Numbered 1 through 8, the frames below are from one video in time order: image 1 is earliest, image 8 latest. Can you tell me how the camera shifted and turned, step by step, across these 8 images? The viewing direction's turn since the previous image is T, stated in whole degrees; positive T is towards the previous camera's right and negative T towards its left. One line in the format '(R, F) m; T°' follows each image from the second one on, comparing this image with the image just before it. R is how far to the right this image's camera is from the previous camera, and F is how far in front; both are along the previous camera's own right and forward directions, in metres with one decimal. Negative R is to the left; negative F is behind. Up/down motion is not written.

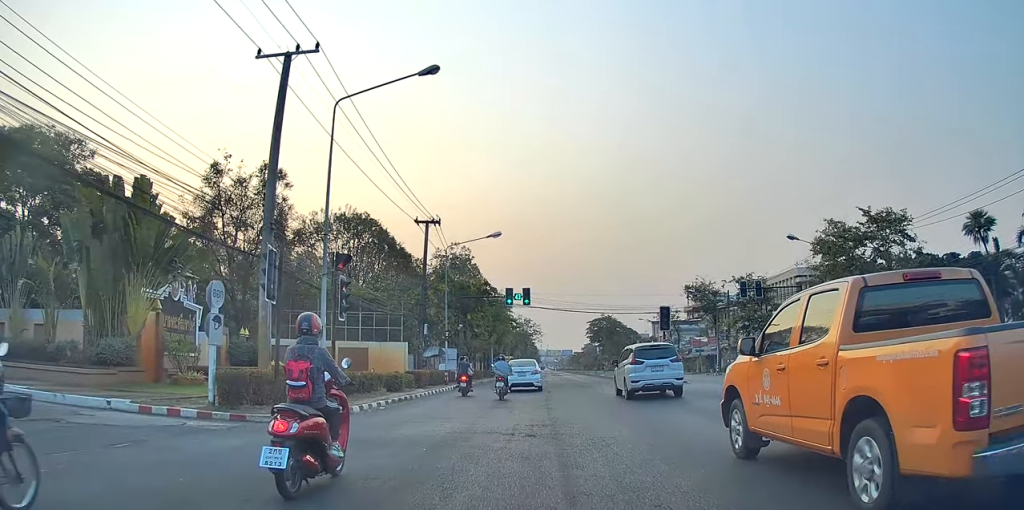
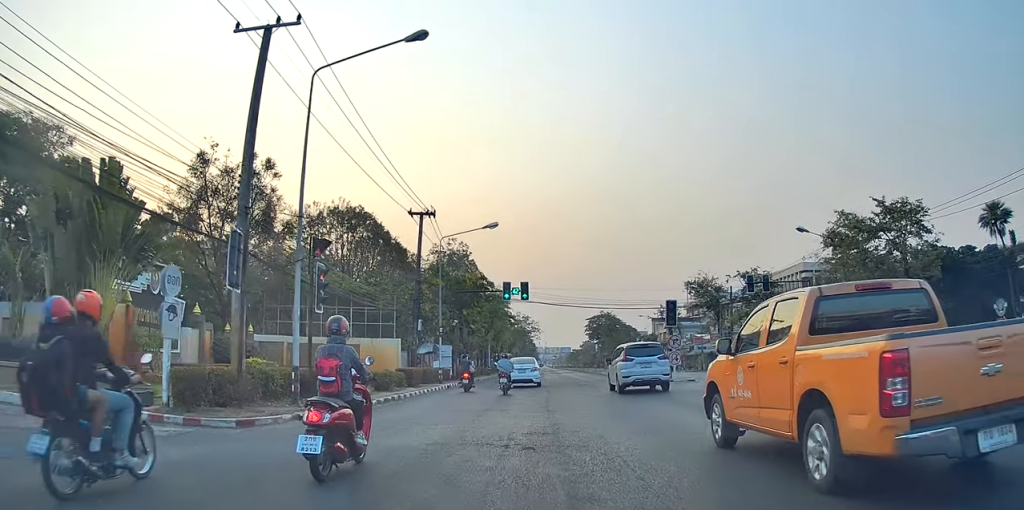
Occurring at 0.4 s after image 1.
(0.0, +1.9) m; -1°
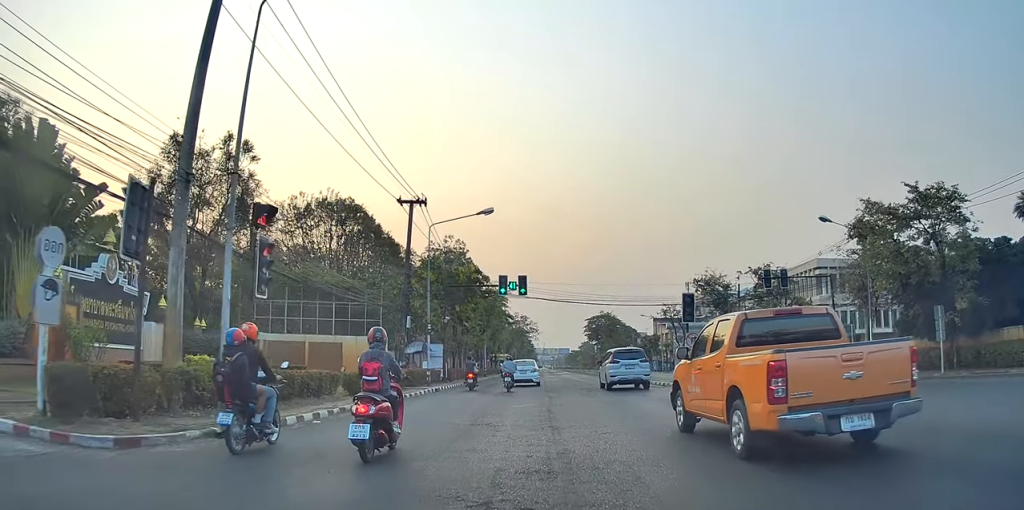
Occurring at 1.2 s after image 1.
(+0.2, +3.8) m; 0°
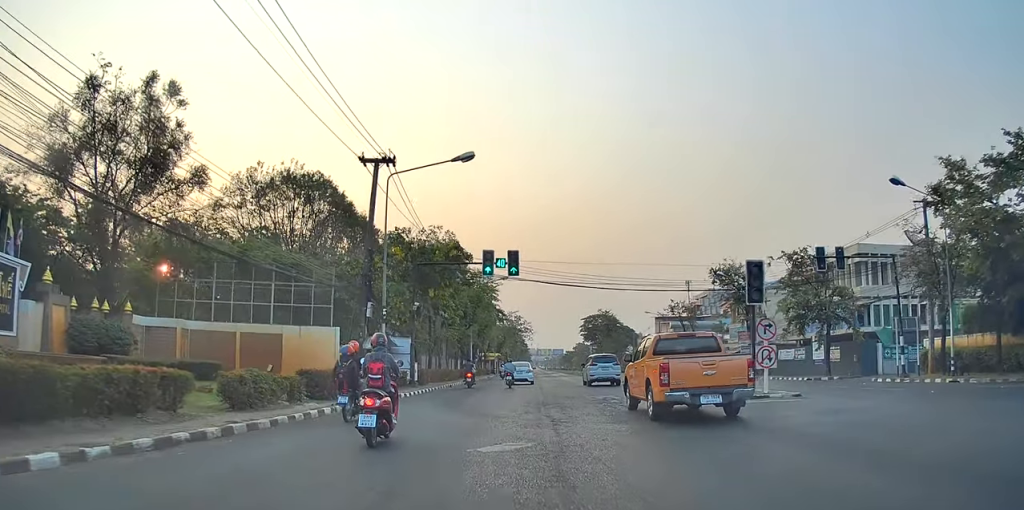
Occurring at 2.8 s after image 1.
(-0.1, +9.3) m; +2°
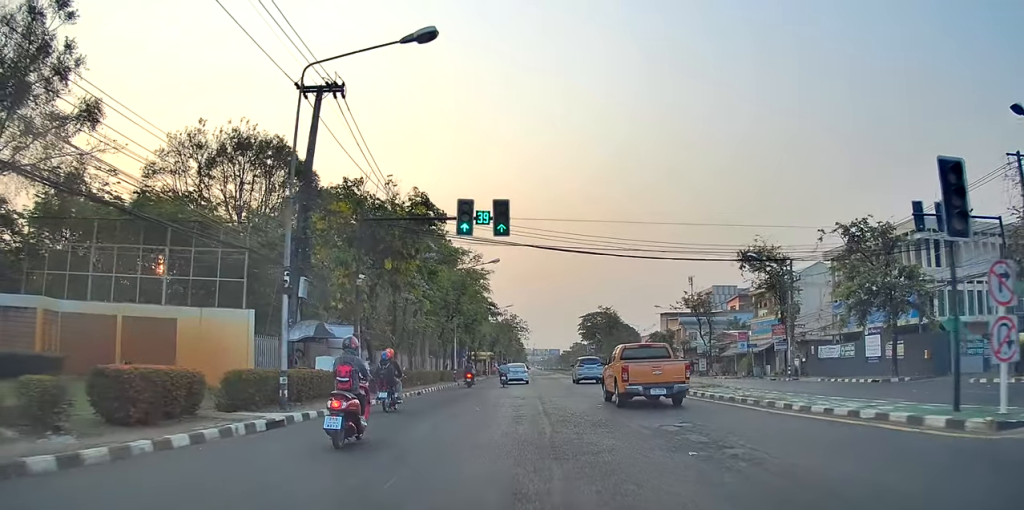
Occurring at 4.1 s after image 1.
(+0.3, +9.6) m; -1°
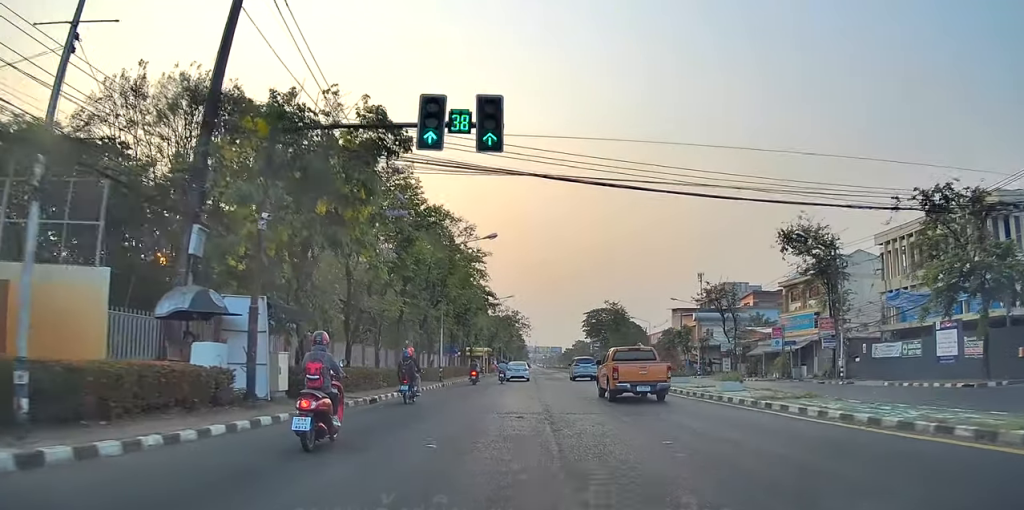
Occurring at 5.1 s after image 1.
(-0.4, +8.4) m; -1°
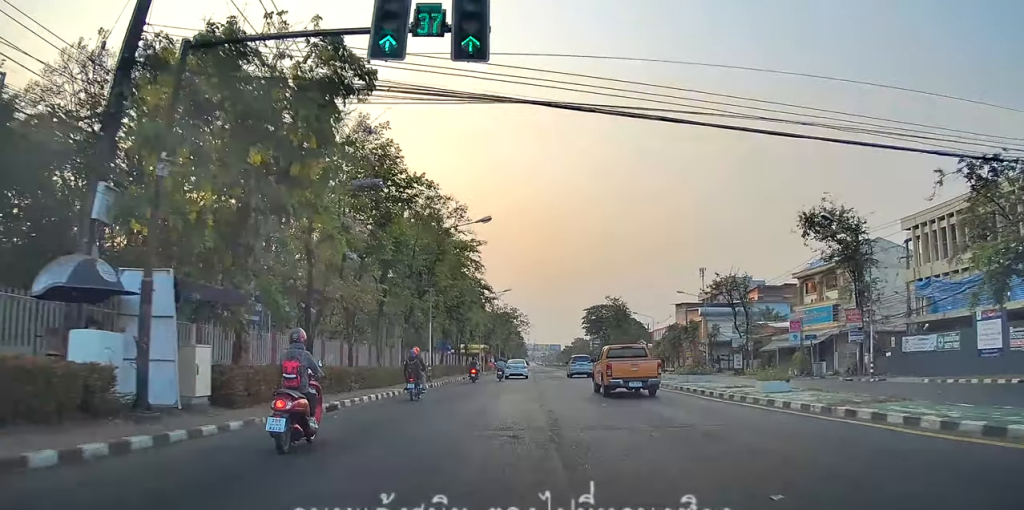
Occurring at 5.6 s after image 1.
(+0.1, +4.1) m; +2°
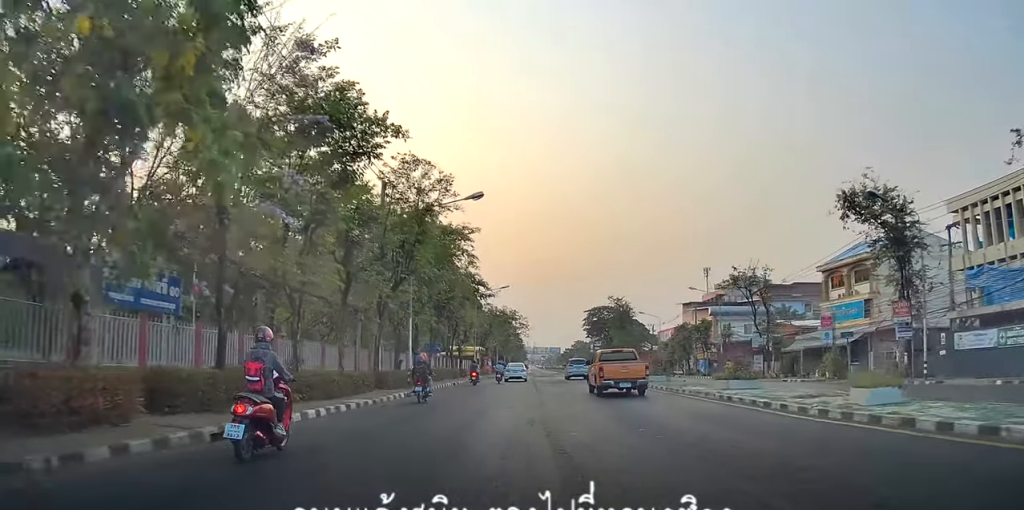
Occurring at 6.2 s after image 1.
(+0.1, +5.7) m; +2°
